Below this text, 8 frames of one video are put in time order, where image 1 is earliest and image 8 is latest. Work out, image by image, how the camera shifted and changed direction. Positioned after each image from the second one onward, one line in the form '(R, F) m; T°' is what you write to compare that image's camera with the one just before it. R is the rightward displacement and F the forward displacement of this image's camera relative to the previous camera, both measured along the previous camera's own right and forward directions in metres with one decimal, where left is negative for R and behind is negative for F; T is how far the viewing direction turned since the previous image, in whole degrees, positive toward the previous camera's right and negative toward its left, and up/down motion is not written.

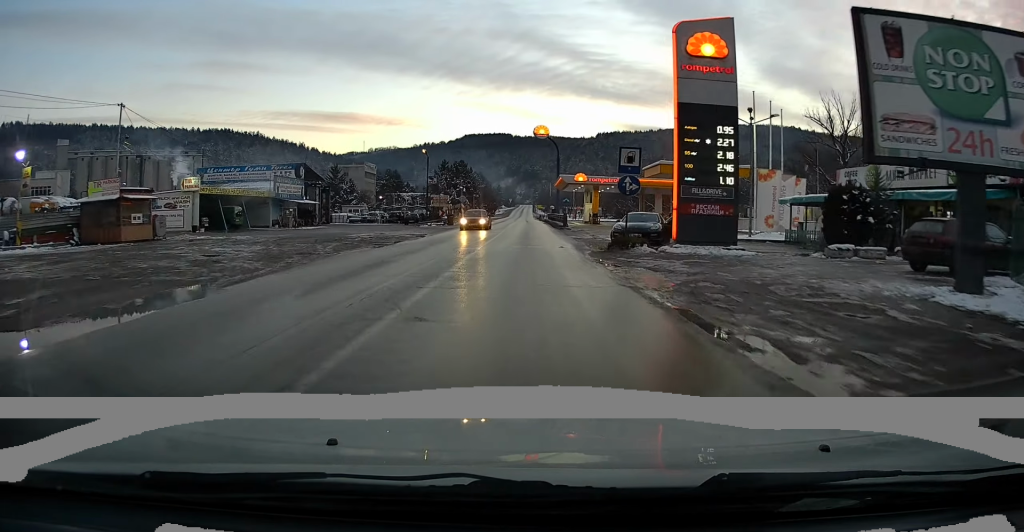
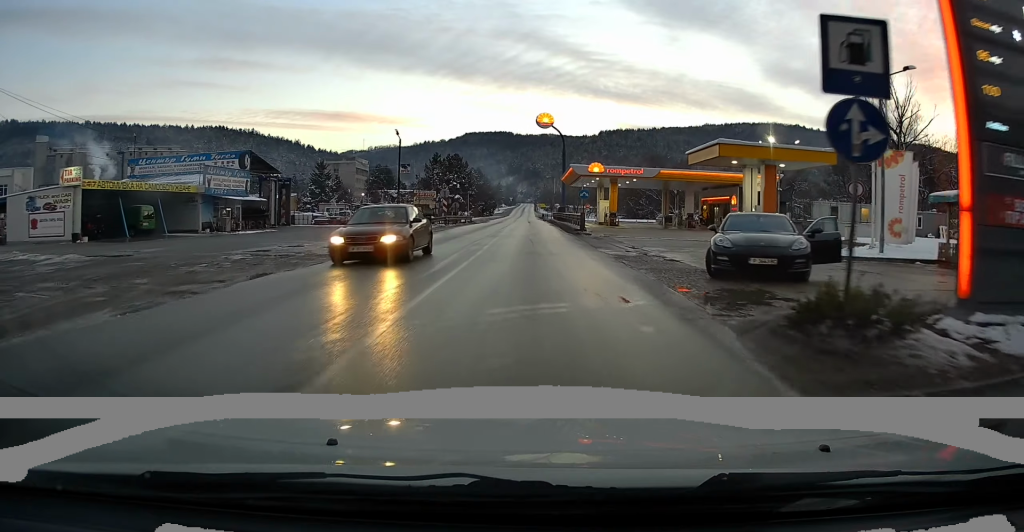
(-0.1, +13.3) m; -1°
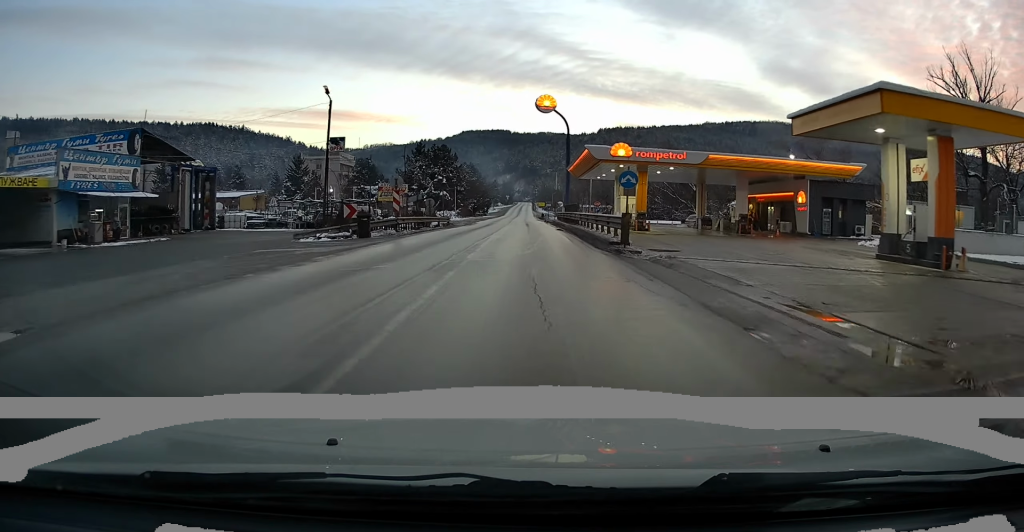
(-0.1, +15.5) m; 0°
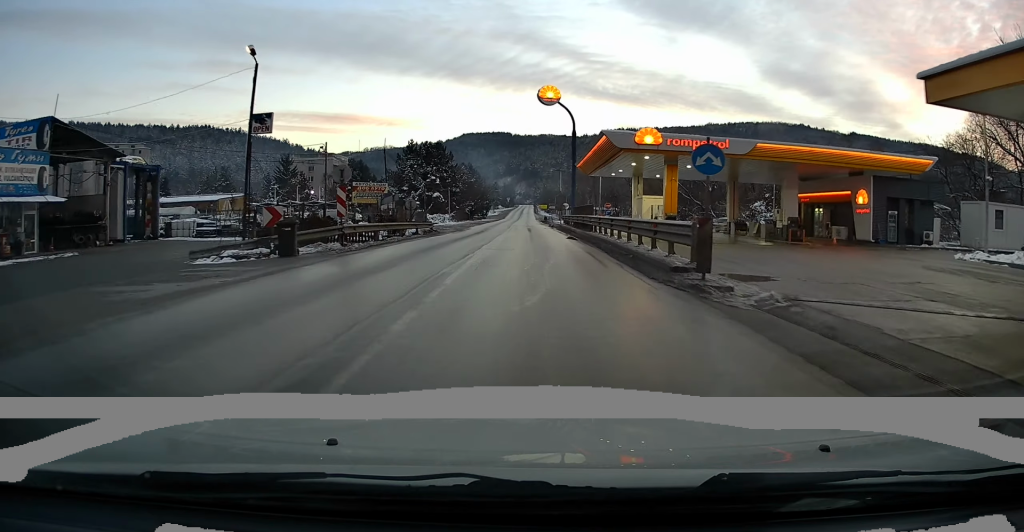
(0.0, +8.4) m; 0°
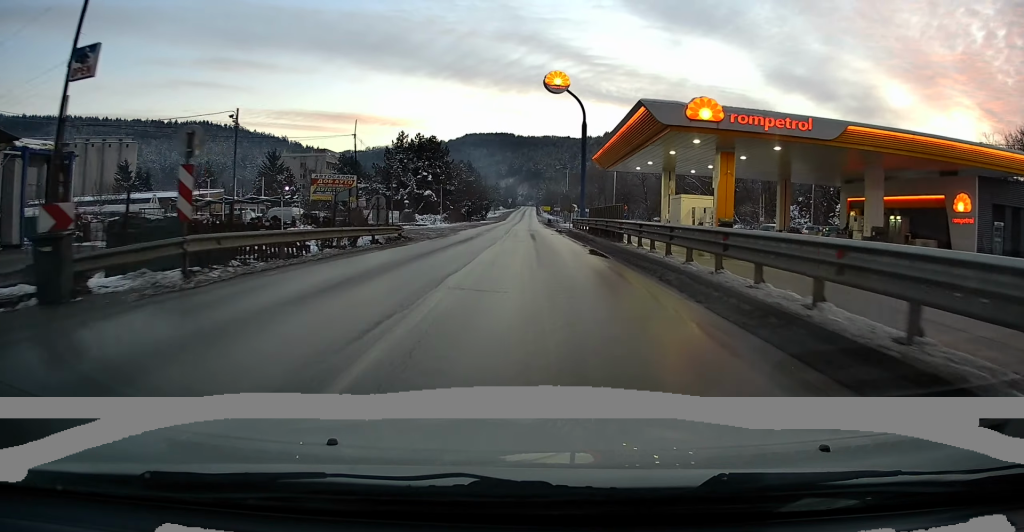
(0.0, +9.3) m; 0°
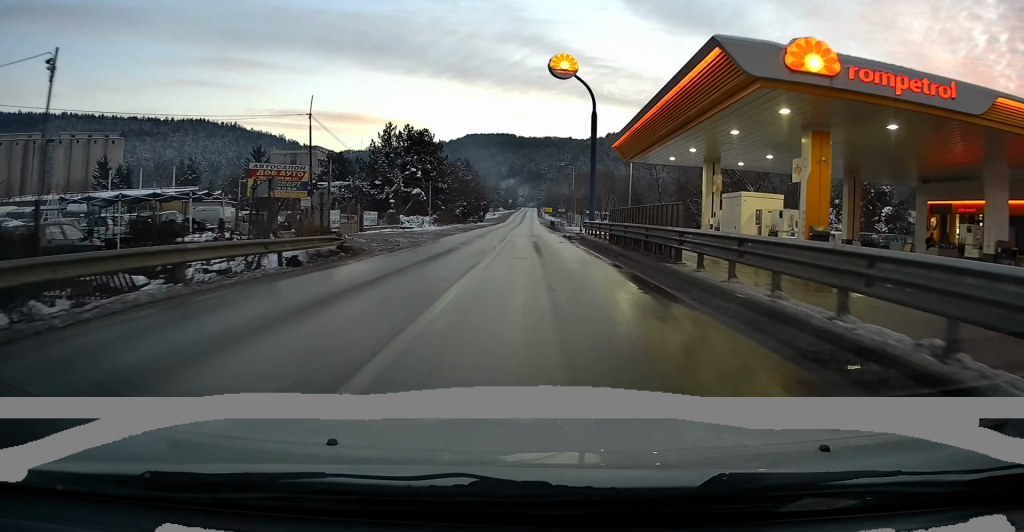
(0.0, +8.4) m; 0°
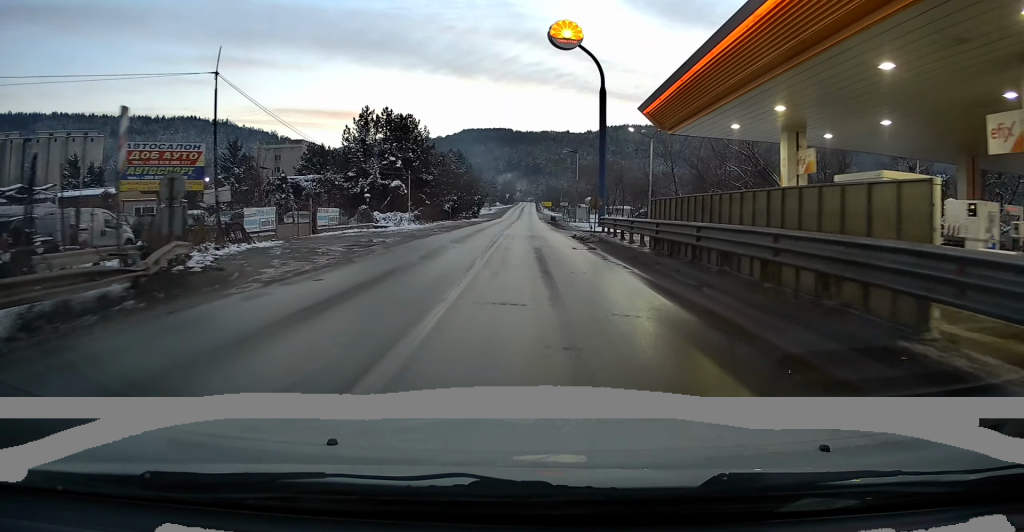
(+0.1, +9.4) m; 0°
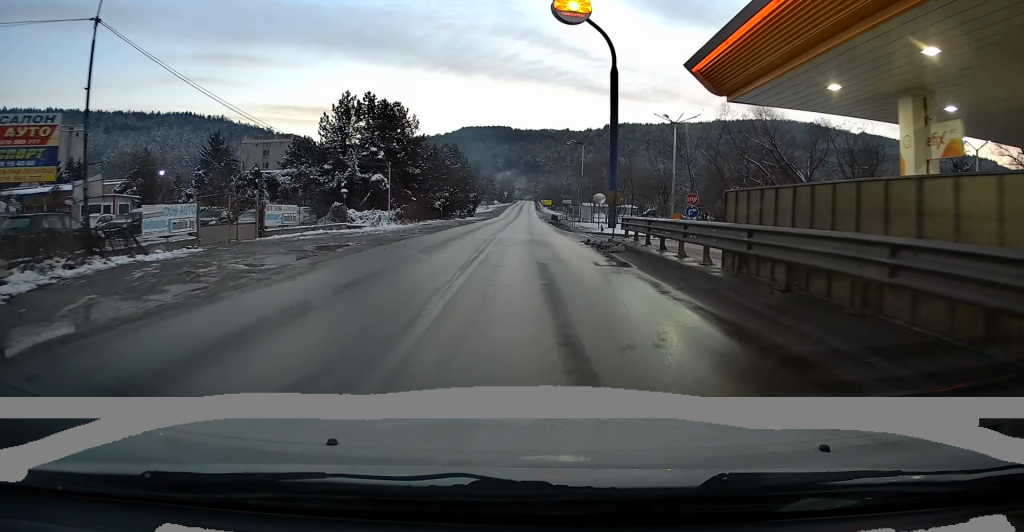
(0.0, +6.9) m; 0°
